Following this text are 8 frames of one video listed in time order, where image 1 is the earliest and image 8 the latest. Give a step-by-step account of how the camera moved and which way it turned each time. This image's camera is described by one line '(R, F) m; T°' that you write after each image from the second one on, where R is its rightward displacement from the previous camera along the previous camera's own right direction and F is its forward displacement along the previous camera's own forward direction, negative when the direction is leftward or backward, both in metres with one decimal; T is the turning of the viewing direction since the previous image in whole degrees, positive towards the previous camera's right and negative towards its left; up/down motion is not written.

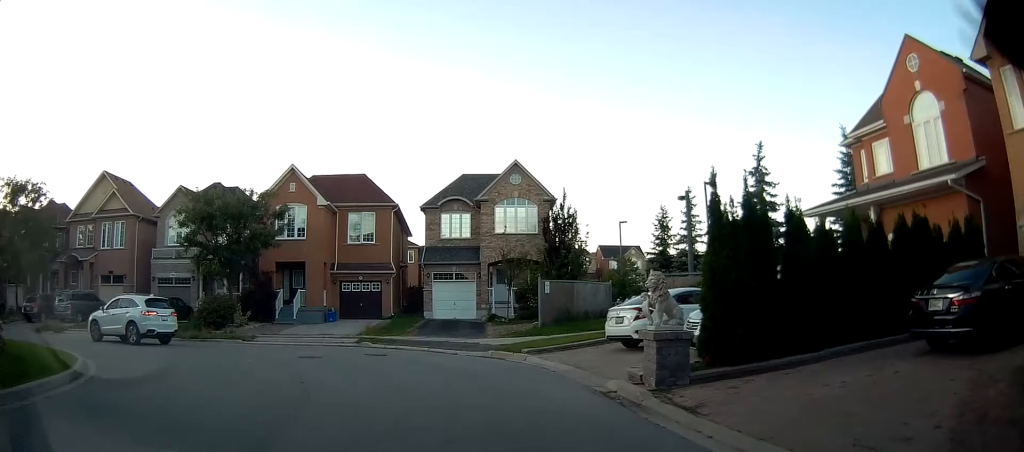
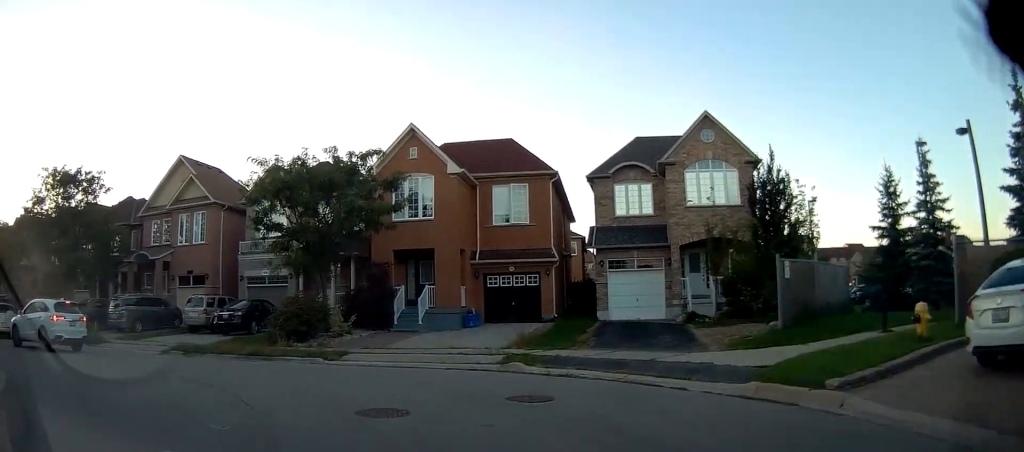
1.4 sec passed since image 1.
(-0.9, +8.4) m; -14°
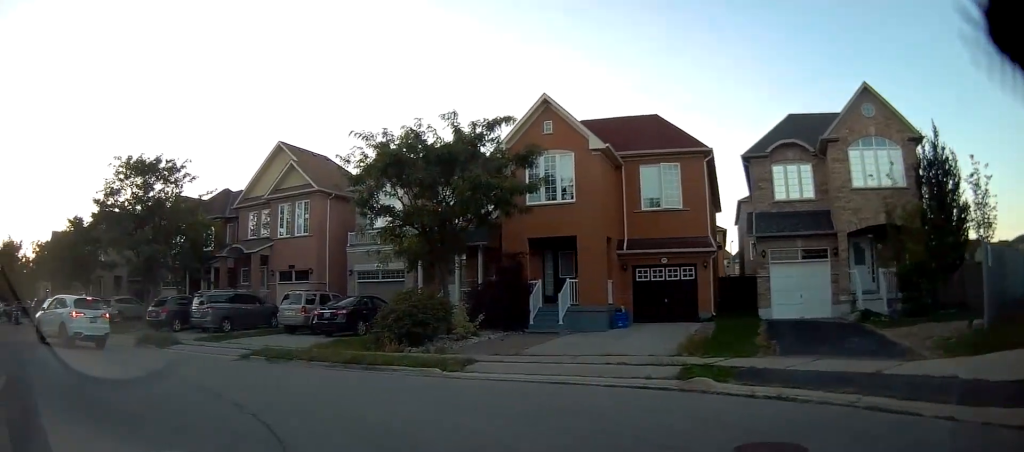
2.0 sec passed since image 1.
(-0.3, +3.8) m; -6°
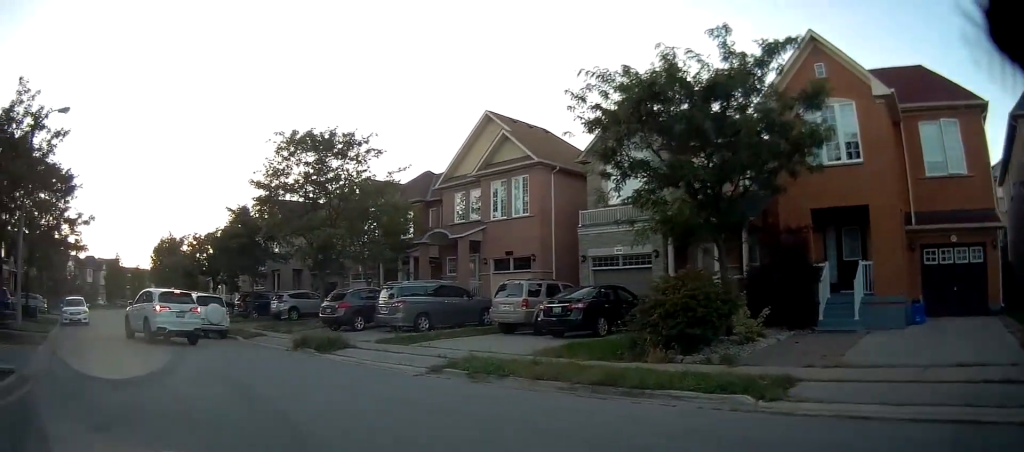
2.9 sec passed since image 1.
(-0.4, +5.4) m; -18°
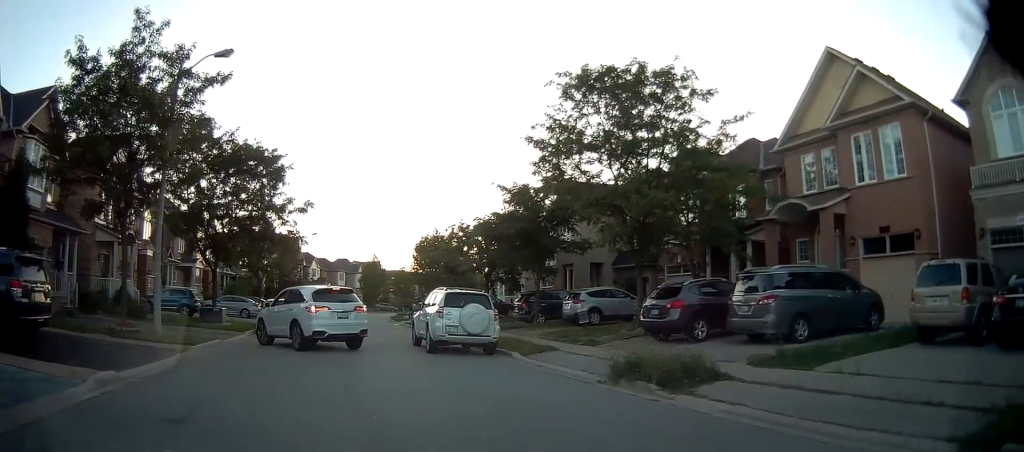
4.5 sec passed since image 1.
(-2.9, +7.0) m; -36°
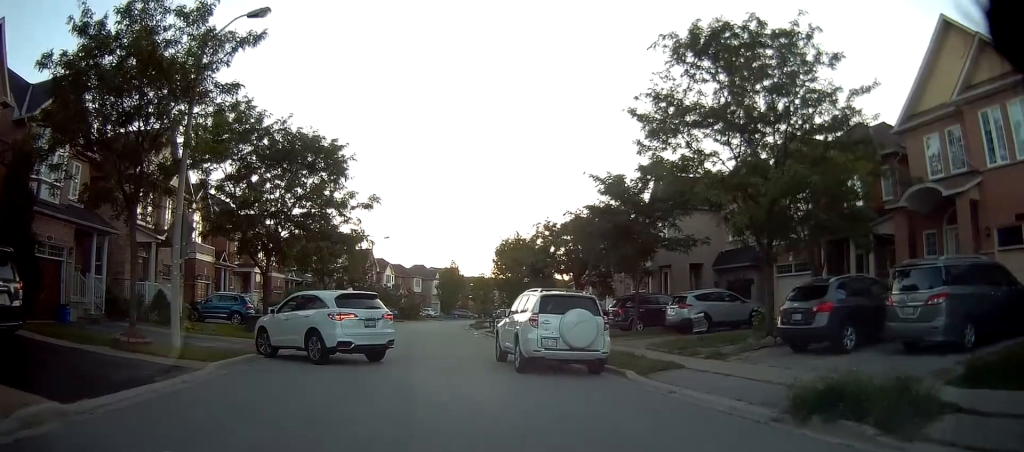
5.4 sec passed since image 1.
(+0.3, +3.6) m; -2°
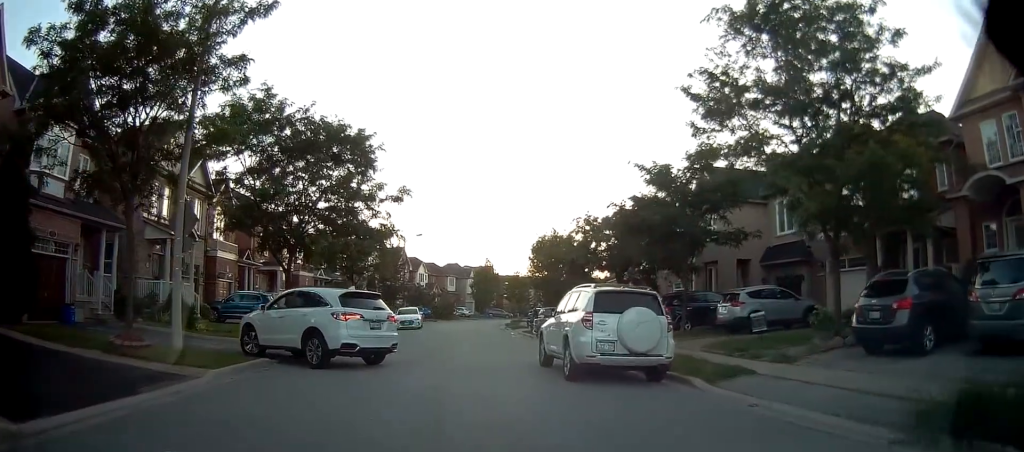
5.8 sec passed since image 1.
(-0.2, +1.7) m; -7°
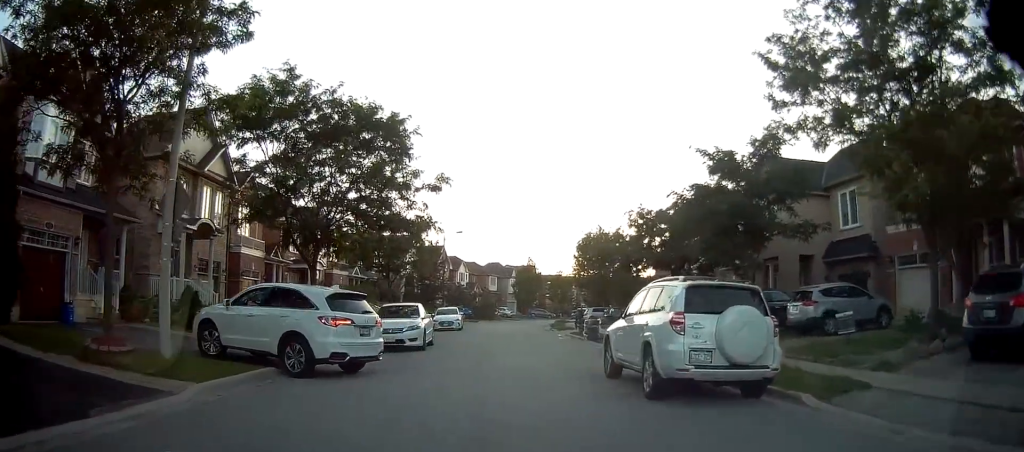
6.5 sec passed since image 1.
(-0.2, +2.5) m; -9°
